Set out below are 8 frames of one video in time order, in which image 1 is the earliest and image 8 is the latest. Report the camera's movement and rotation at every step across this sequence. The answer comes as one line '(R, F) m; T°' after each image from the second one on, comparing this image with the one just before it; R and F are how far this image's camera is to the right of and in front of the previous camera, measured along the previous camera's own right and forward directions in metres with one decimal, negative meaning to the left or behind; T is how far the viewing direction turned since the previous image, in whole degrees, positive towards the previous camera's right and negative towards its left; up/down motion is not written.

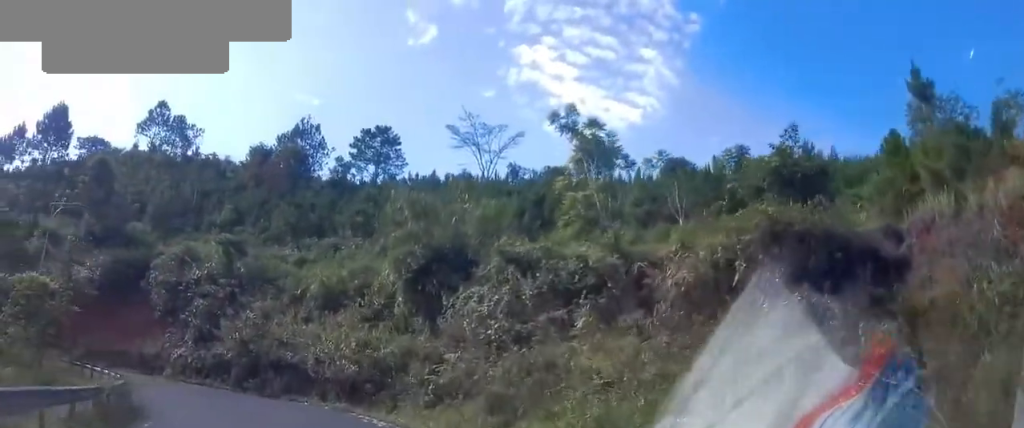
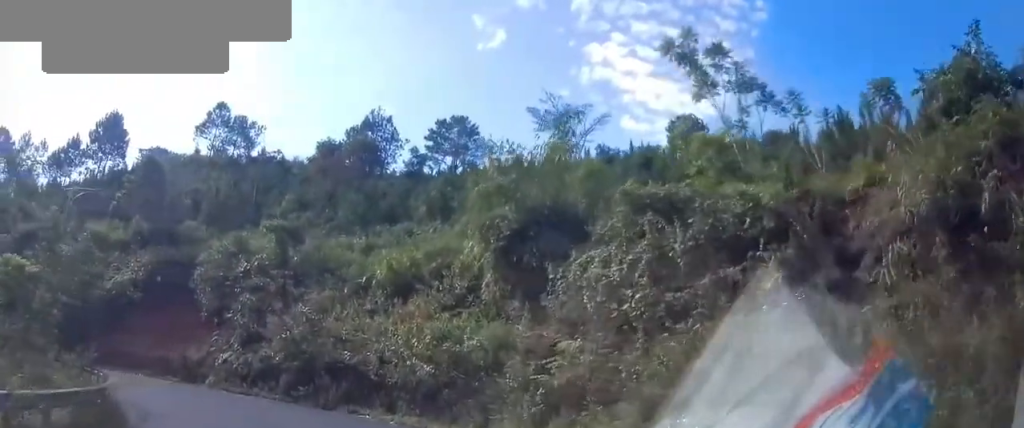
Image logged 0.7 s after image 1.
(-0.4, +5.7) m; -9°
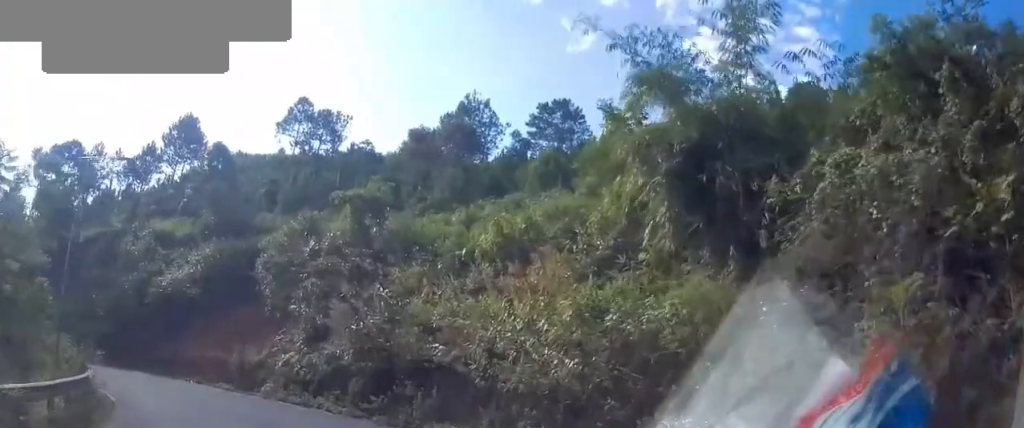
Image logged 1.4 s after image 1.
(-0.7, +6.6) m; -11°
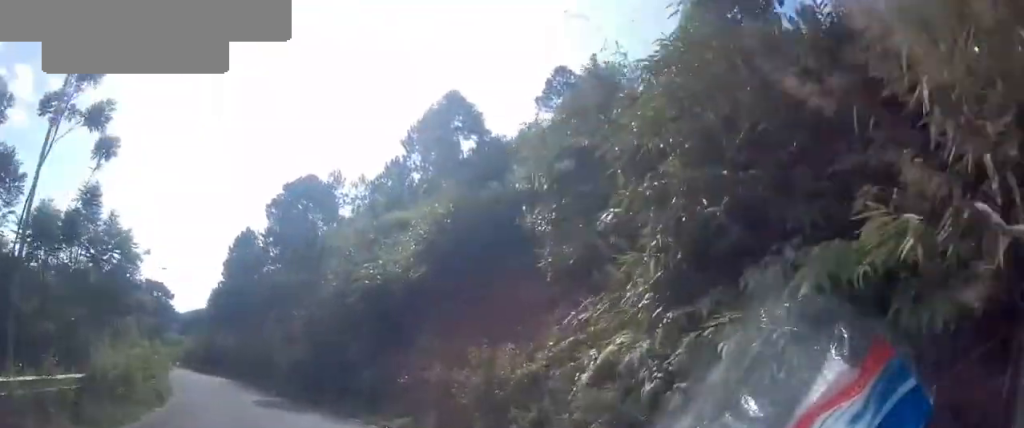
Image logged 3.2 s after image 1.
(-4.0, +15.1) m; -31°
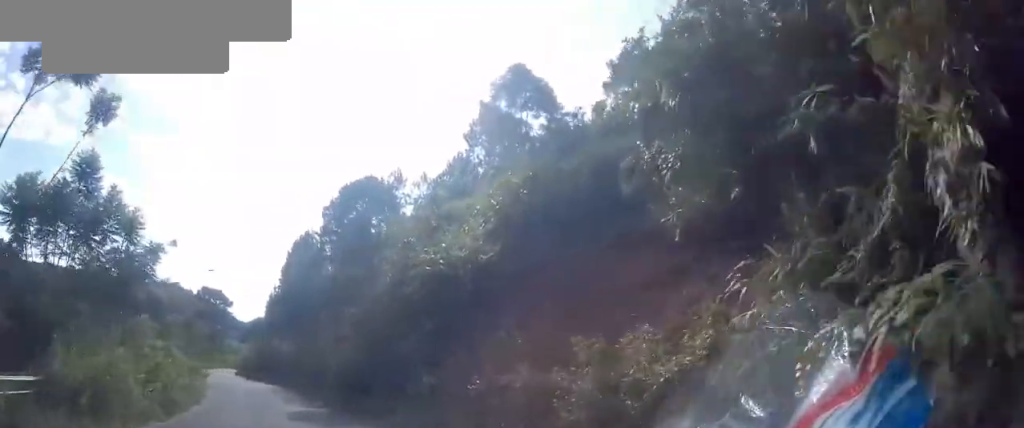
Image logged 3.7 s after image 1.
(-0.2, +3.8) m; -7°
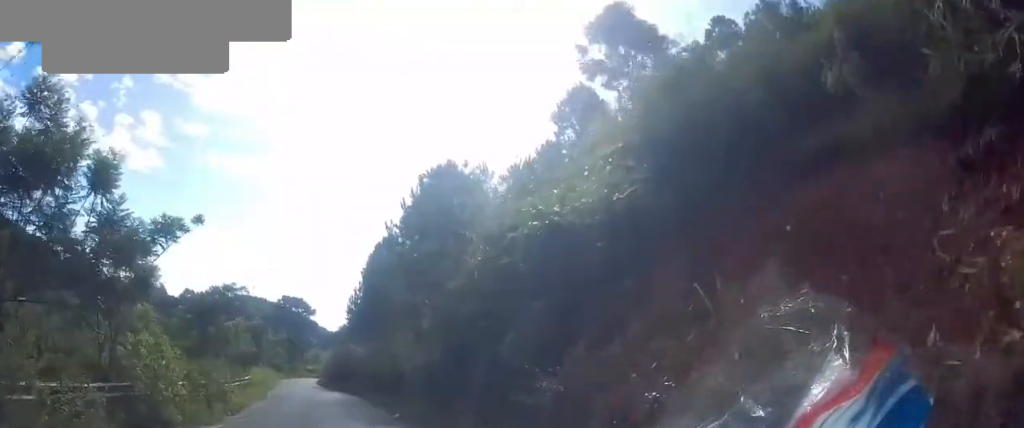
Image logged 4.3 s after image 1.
(-0.6, +5.9) m; -9°
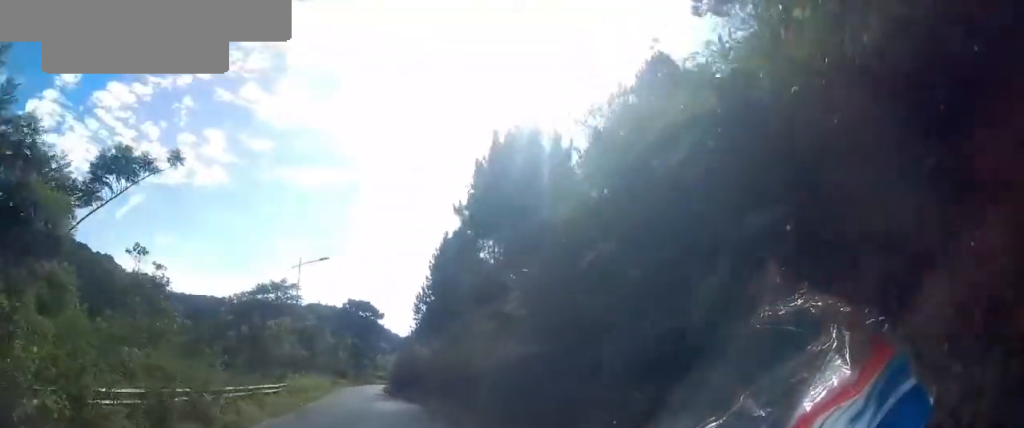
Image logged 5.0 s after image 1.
(-0.4, +6.6) m; -9°
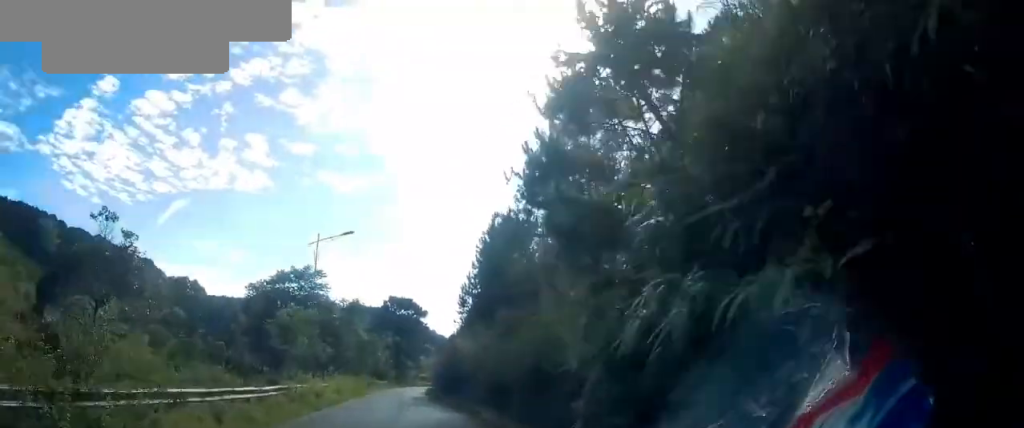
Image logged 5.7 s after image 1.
(-0.5, +6.7) m; -9°
